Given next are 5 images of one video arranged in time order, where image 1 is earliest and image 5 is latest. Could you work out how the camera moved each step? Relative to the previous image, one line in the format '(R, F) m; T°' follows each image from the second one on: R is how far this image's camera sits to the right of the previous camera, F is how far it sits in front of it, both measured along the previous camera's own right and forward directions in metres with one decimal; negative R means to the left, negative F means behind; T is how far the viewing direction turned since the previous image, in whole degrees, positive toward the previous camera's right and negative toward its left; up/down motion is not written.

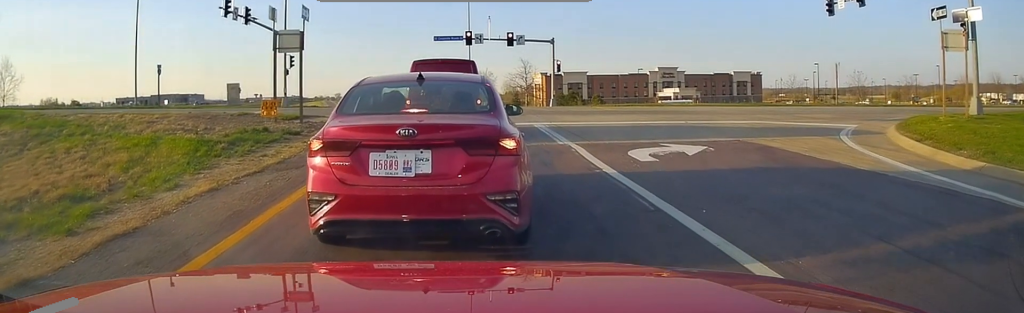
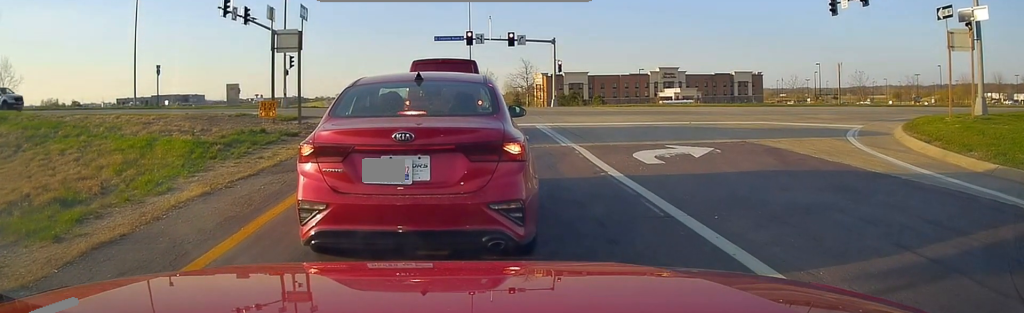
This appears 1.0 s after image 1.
(0.0, 0.0) m; 0°
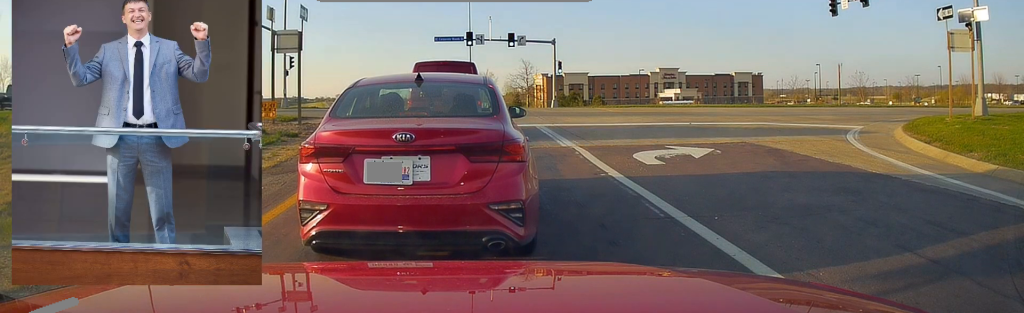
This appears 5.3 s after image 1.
(0.0, 0.0) m; 0°
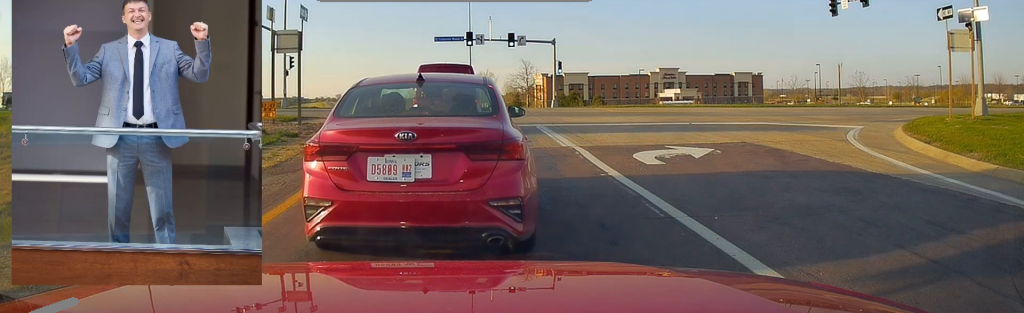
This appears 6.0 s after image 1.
(0.0, 0.0) m; 0°
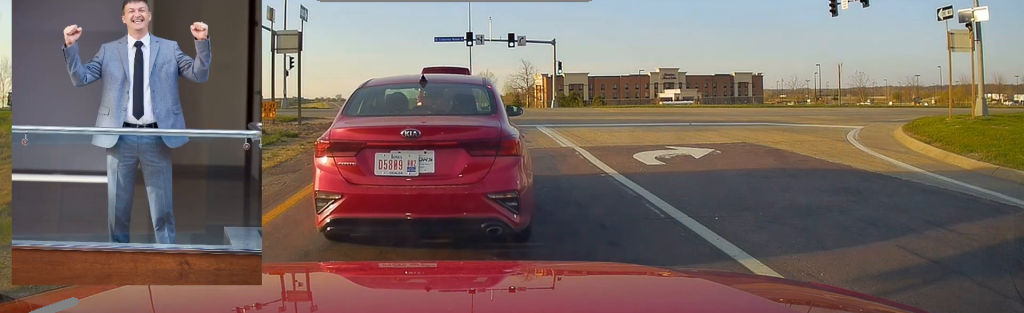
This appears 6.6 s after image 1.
(0.0, 0.0) m; 0°
